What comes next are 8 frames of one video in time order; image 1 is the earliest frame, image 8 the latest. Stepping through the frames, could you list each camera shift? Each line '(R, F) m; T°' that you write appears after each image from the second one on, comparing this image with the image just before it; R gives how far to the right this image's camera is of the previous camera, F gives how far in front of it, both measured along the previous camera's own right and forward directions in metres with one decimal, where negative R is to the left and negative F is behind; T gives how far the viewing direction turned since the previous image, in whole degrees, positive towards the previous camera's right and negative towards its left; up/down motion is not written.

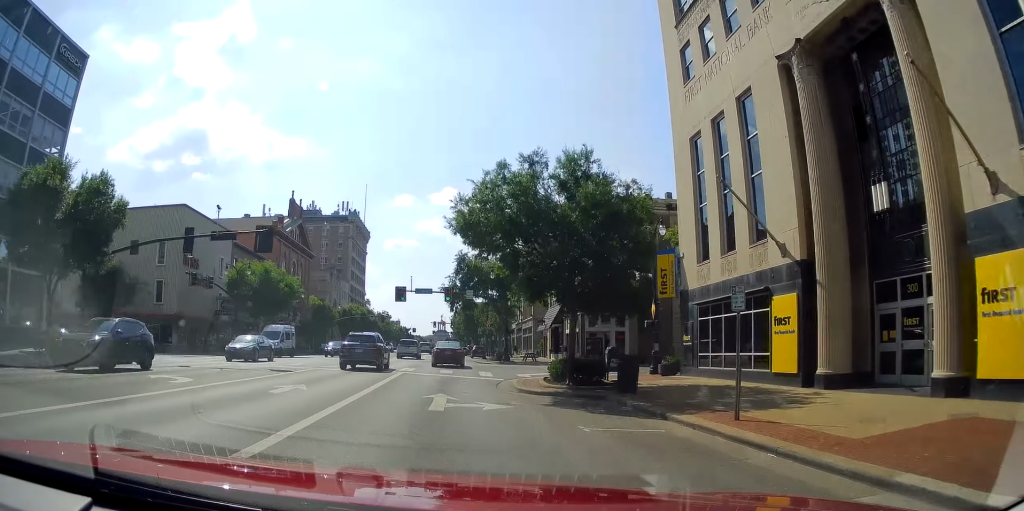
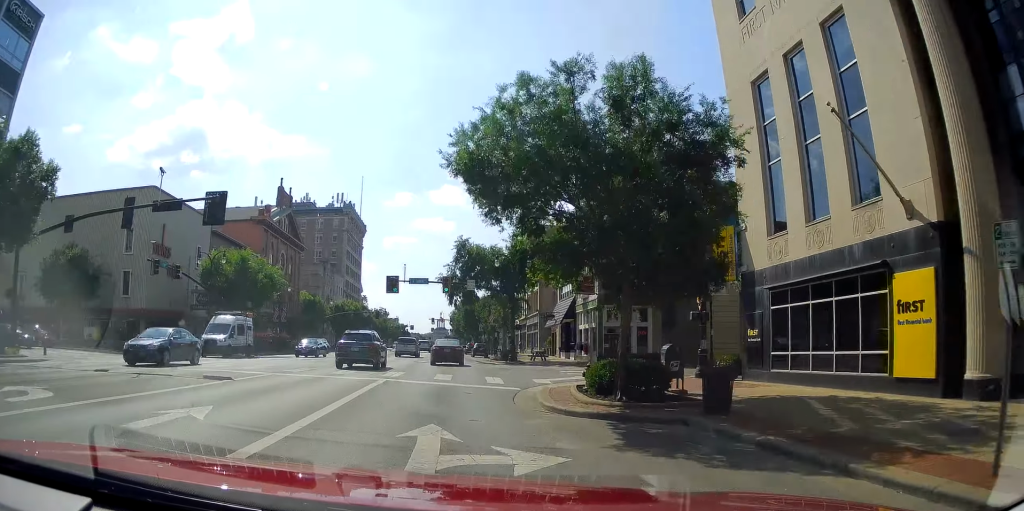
(0.0, +6.6) m; +2°
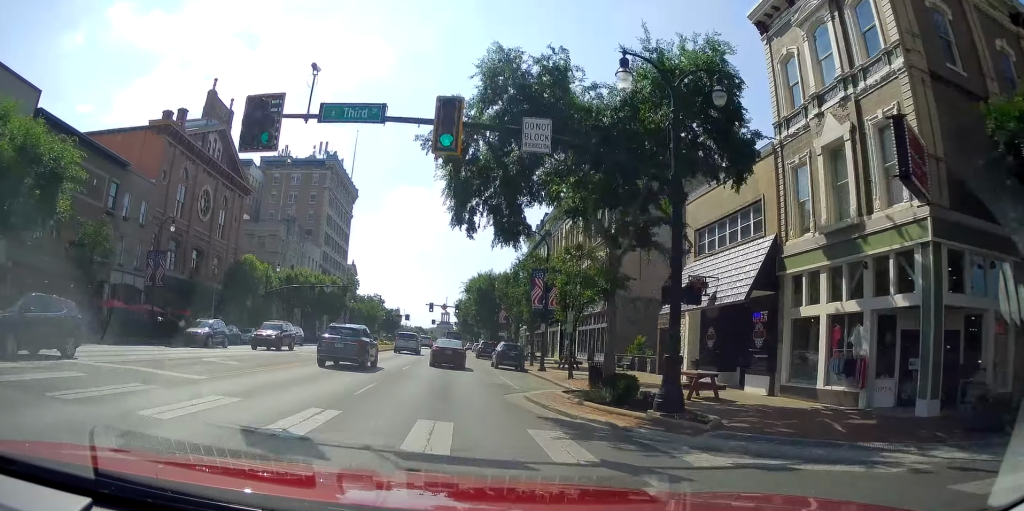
(+0.3, +34.2) m; 0°
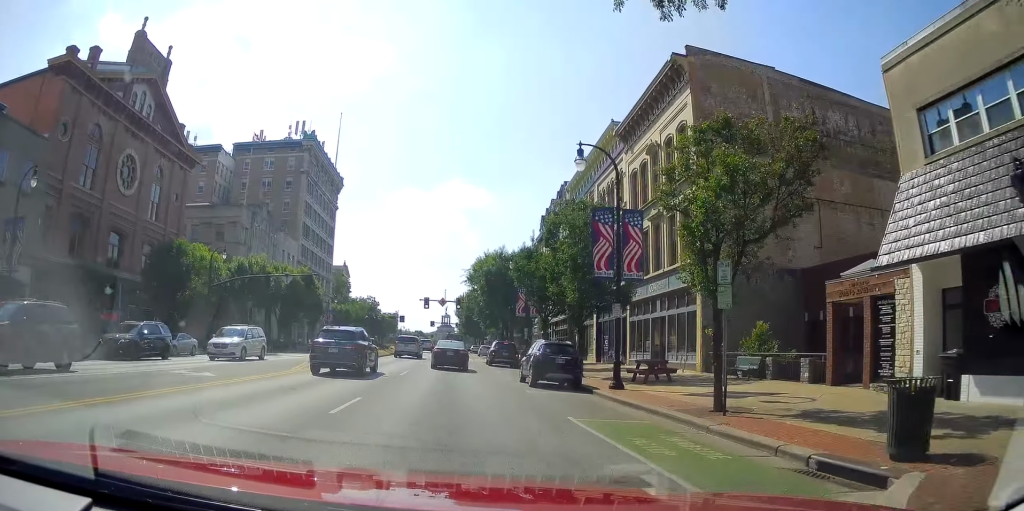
(+0.2, +16.9) m; 0°
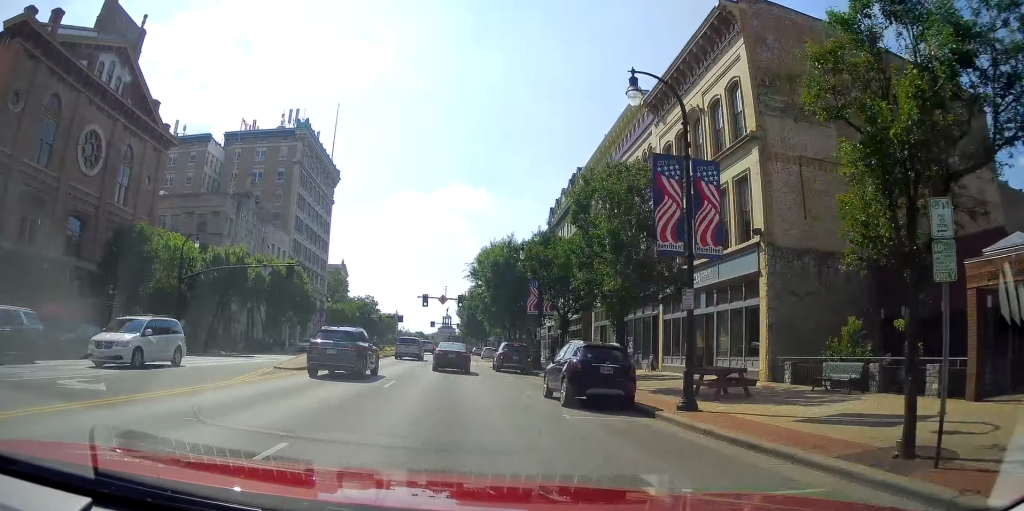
(0.0, +6.6) m; 0°
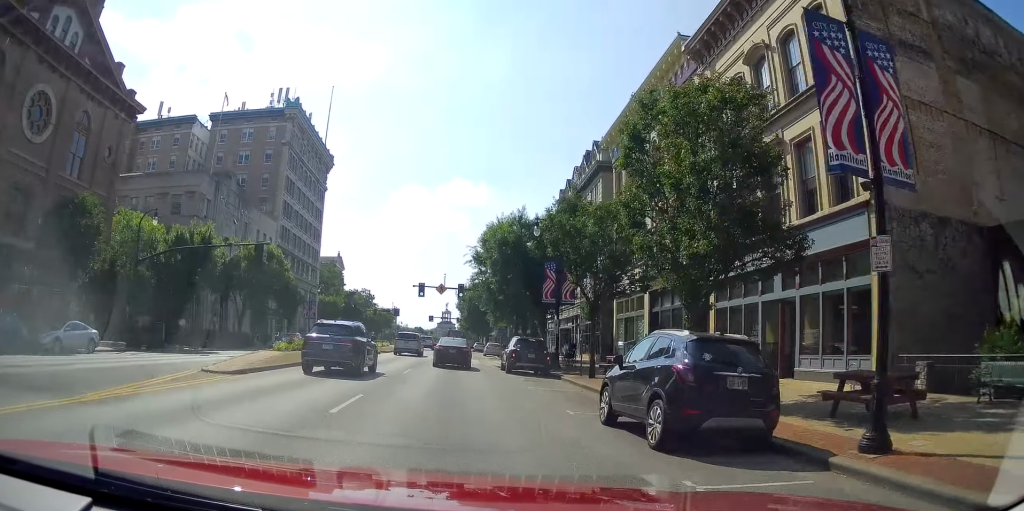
(-0.3, +7.4) m; 0°
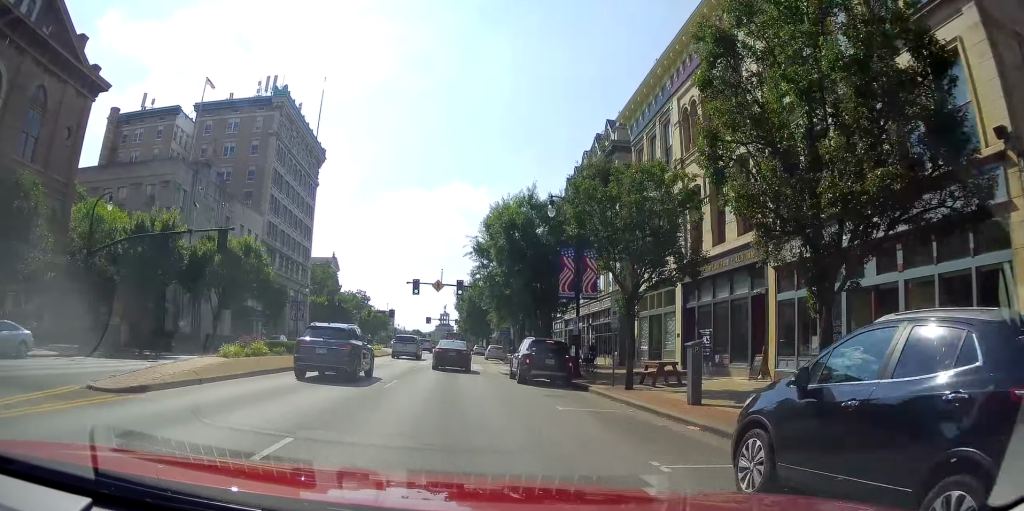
(0.0, +5.9) m; +1°
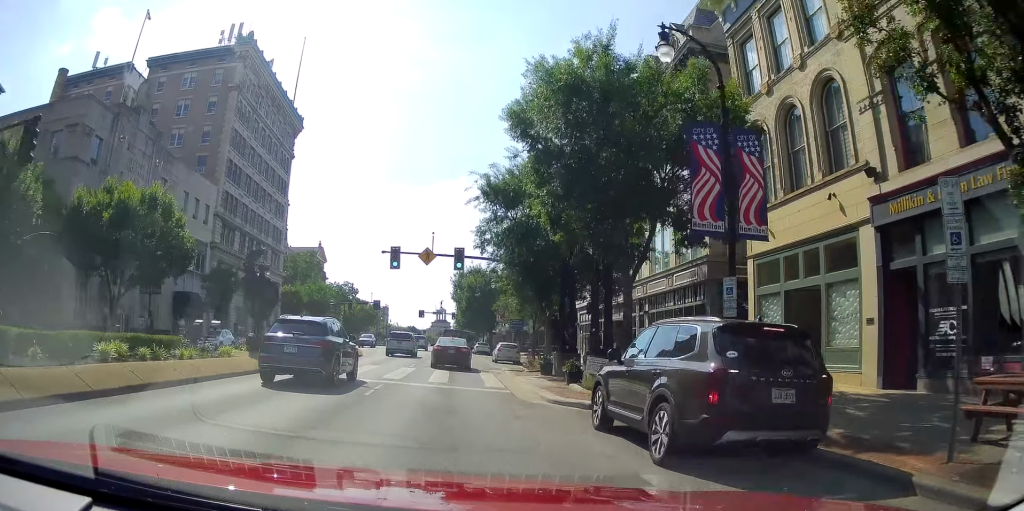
(+0.8, +16.2) m; +3°
